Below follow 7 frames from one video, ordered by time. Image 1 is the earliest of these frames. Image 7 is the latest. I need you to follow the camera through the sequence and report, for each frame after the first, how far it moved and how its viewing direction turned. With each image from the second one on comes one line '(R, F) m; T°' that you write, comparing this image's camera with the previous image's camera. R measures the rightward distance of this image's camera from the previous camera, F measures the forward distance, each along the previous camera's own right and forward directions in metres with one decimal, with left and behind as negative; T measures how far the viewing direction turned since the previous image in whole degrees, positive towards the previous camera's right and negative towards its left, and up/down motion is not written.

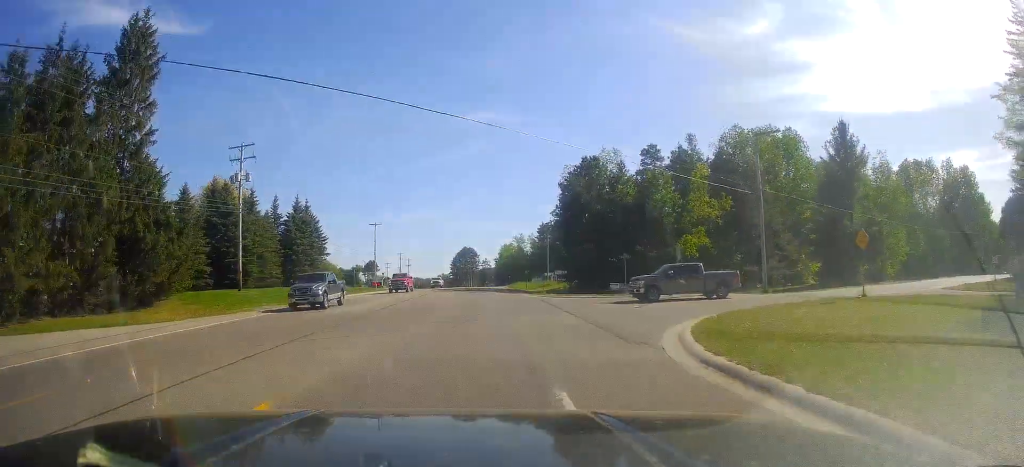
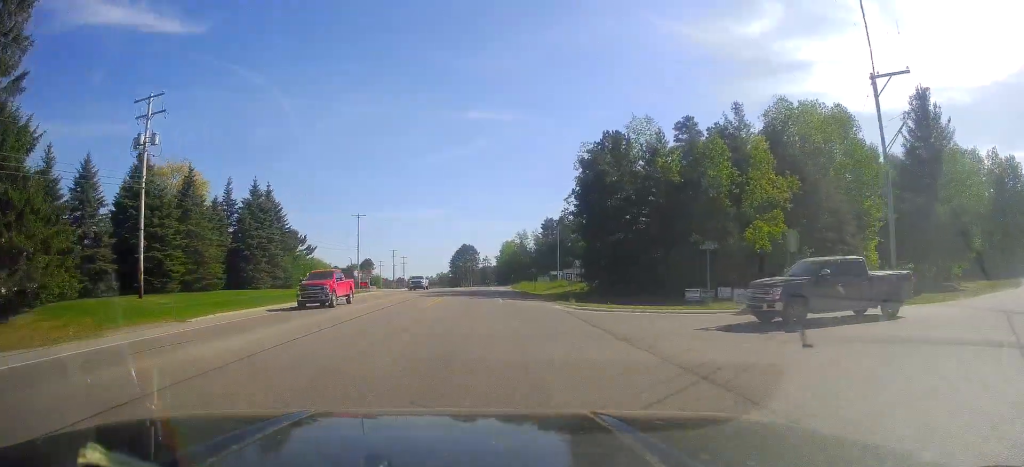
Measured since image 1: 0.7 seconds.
(0.0, +14.8) m; -1°
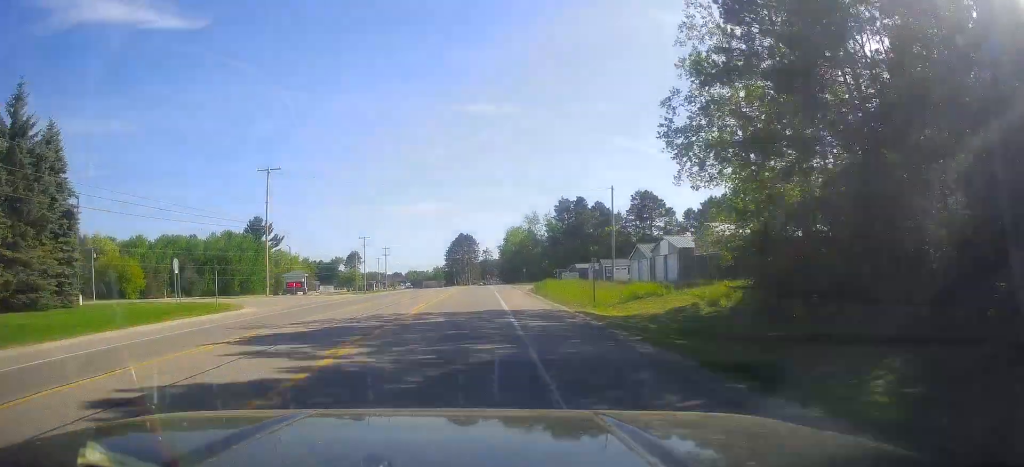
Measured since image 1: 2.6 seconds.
(-0.7, +40.3) m; +1°
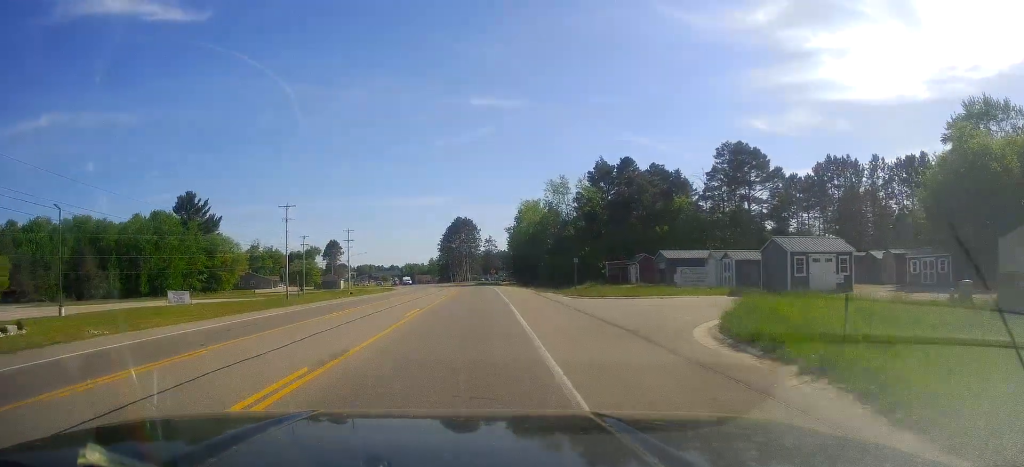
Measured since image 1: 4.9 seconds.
(+1.0, +51.3) m; -1°
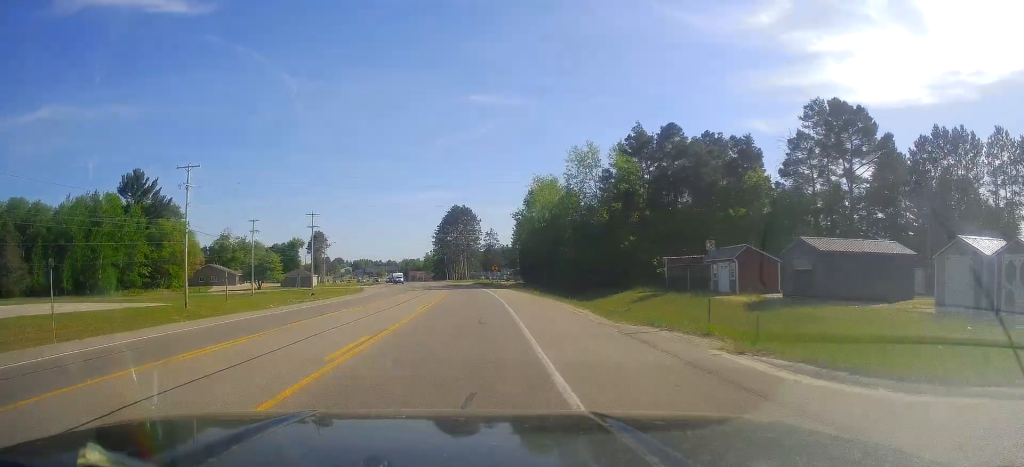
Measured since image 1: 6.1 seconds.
(-0.5, +27.1) m; -1°
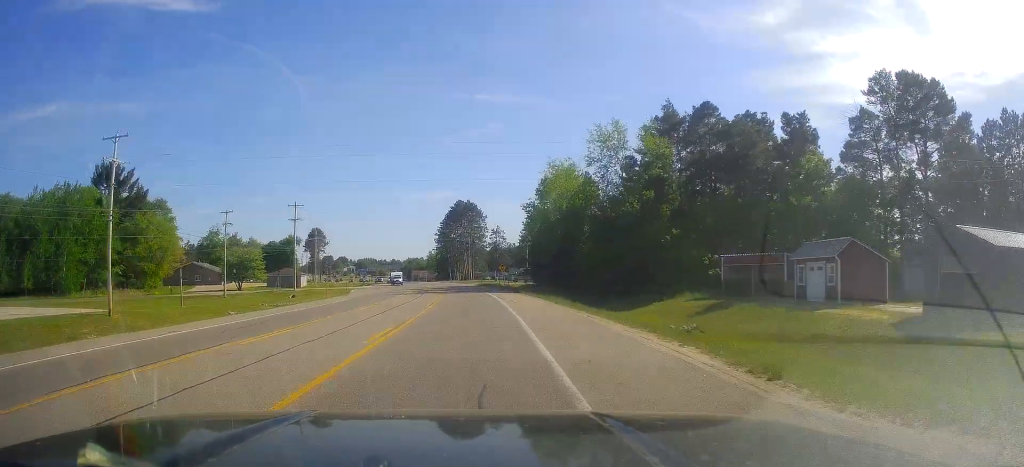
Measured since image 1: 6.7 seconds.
(+0.1, +12.4) m; 0°
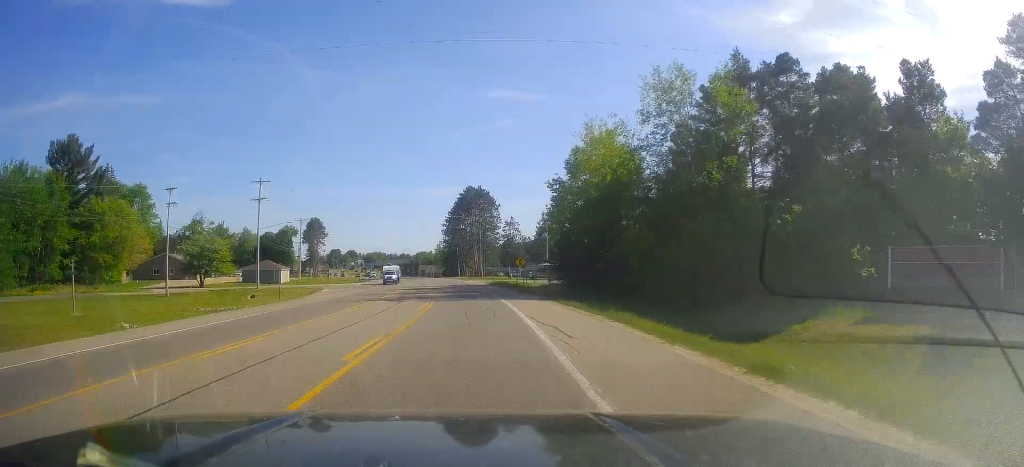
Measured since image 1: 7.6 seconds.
(-0.1, +18.8) m; -1°
